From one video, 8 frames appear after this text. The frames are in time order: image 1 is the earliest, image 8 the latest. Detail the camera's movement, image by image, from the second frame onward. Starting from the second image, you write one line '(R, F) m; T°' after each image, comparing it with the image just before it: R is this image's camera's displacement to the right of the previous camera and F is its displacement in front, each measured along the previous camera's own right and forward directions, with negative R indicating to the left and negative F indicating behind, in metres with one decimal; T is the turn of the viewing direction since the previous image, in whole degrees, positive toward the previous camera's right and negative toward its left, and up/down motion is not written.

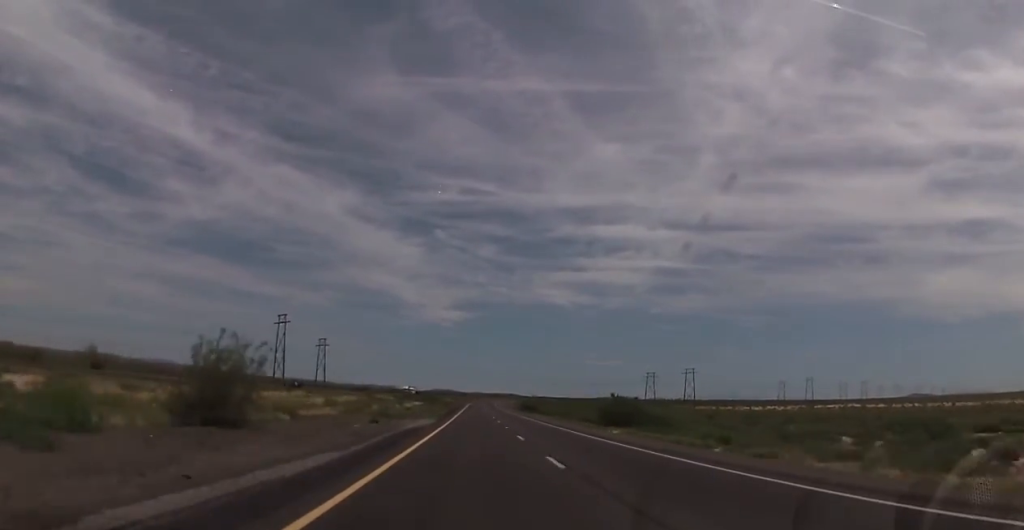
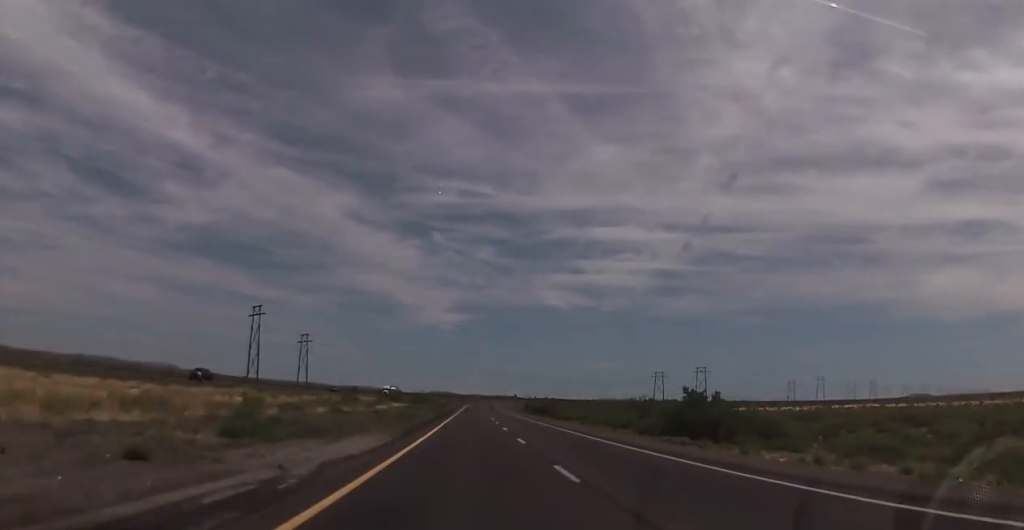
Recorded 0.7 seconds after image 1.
(0.0, +27.0) m; 0°
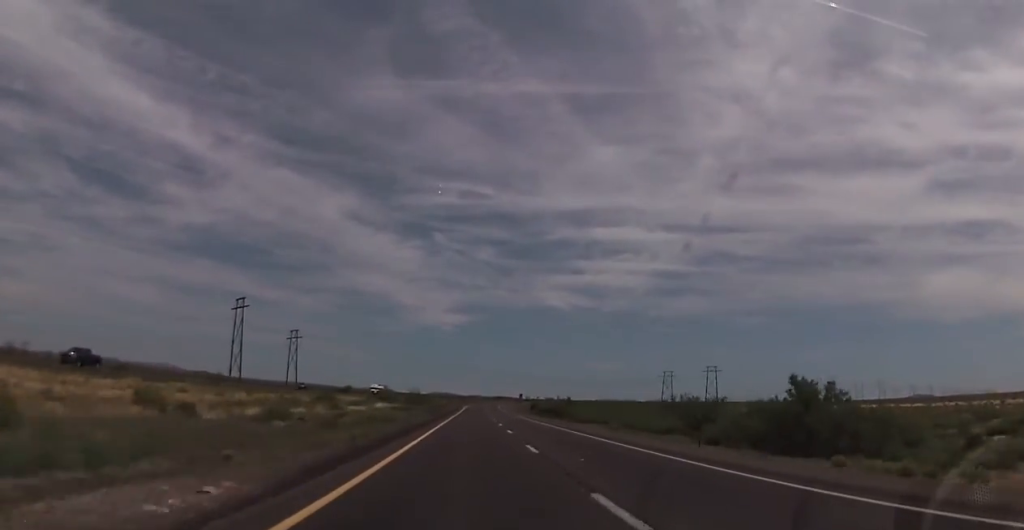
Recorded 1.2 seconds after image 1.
(-0.2, +17.1) m; +1°
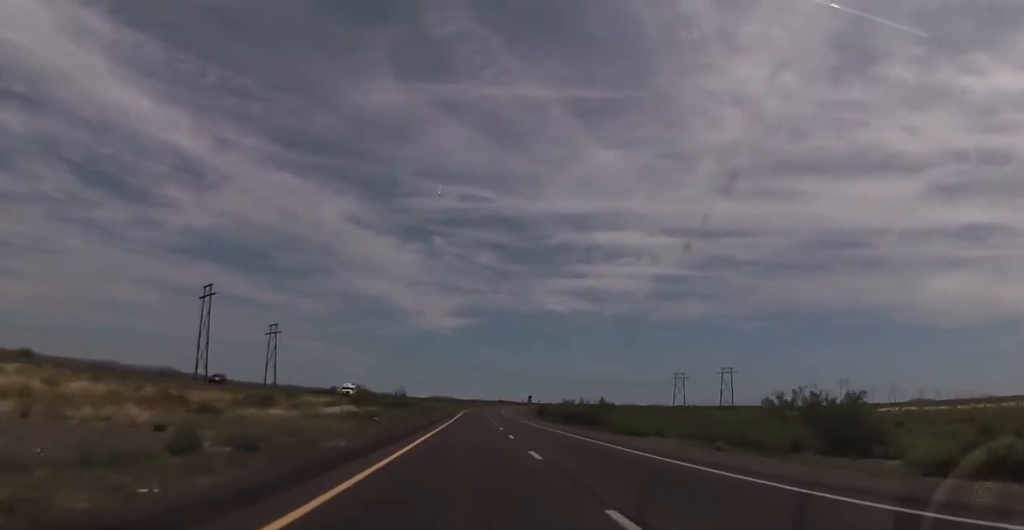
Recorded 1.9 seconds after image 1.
(+0.5, +25.6) m; 0°
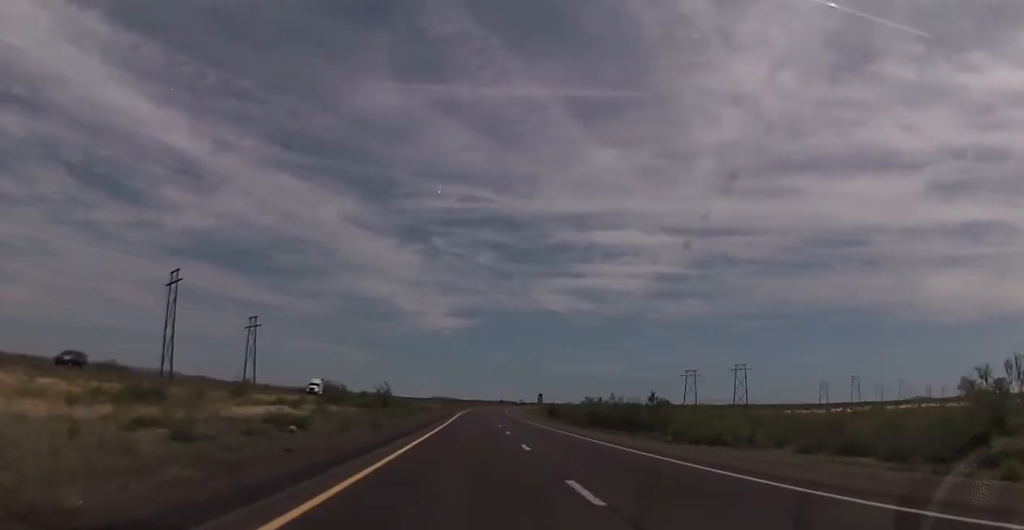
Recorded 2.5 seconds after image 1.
(+0.1, +20.7) m; 0°
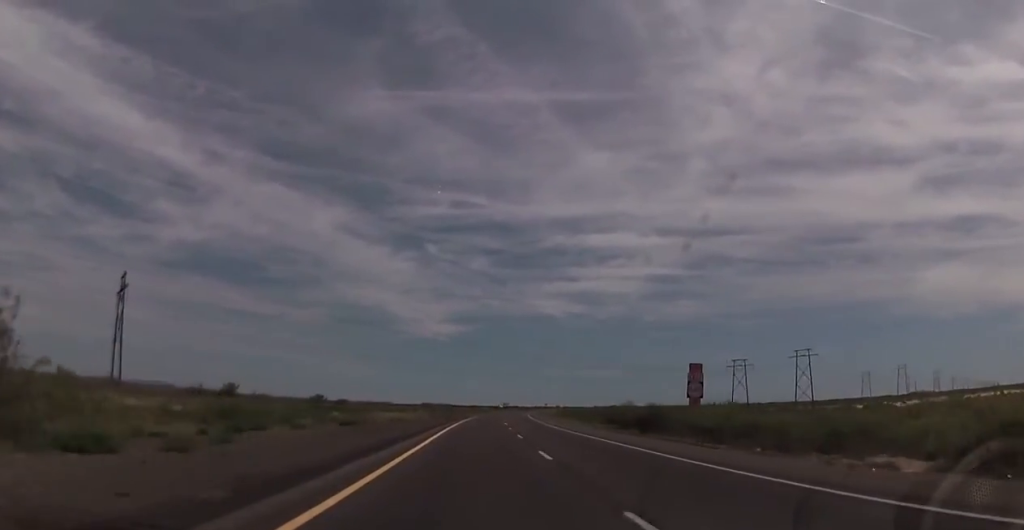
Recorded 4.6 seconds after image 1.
(-1.1, +76.8) m; -1°
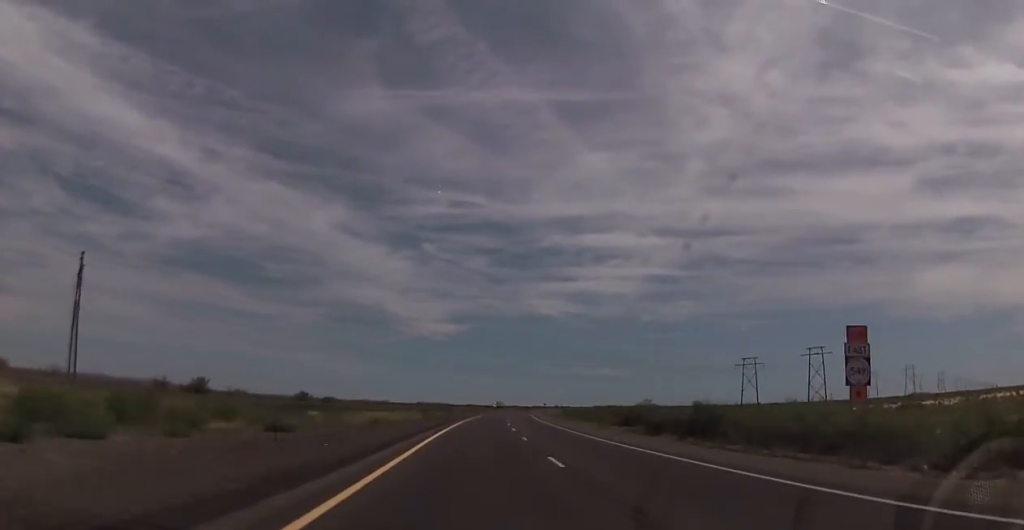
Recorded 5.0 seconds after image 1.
(-0.1, +14.6) m; 0°
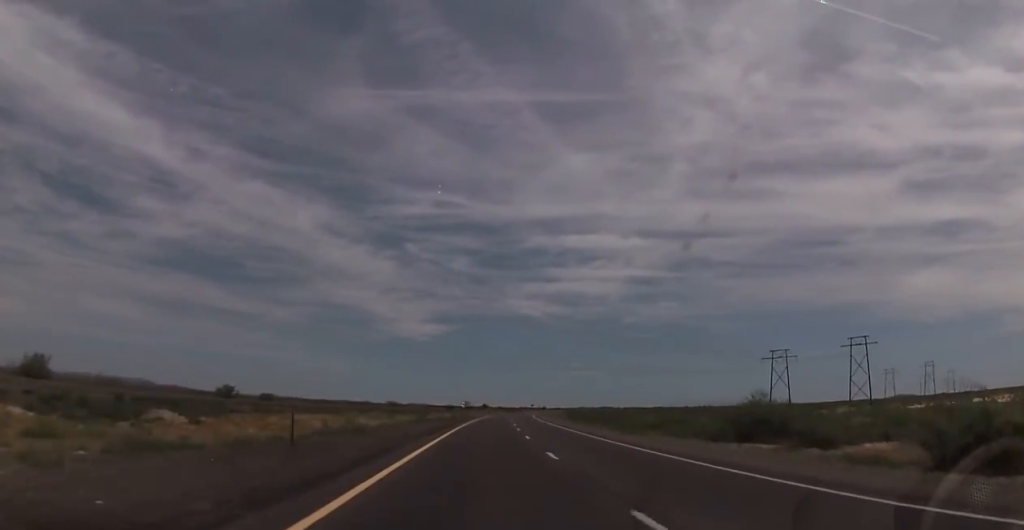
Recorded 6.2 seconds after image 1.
(+0.5, +46.1) m; +1°
